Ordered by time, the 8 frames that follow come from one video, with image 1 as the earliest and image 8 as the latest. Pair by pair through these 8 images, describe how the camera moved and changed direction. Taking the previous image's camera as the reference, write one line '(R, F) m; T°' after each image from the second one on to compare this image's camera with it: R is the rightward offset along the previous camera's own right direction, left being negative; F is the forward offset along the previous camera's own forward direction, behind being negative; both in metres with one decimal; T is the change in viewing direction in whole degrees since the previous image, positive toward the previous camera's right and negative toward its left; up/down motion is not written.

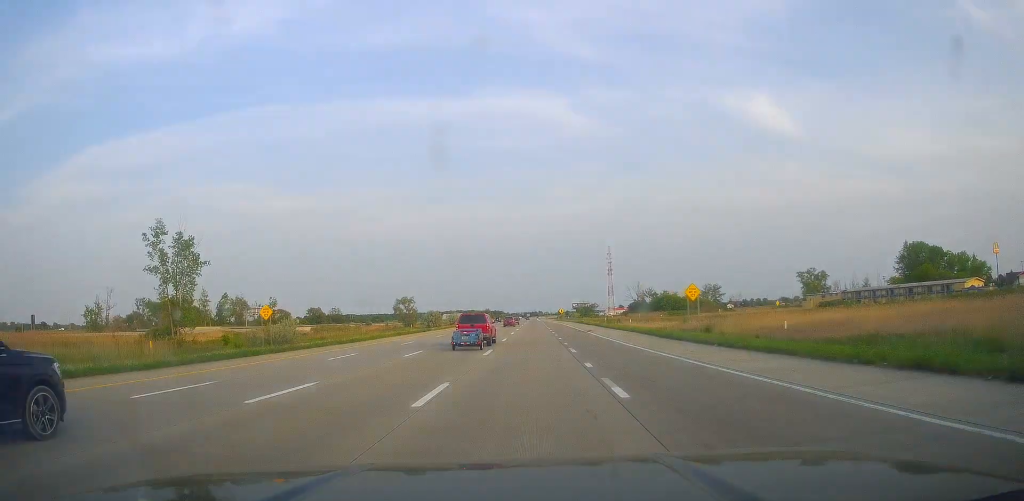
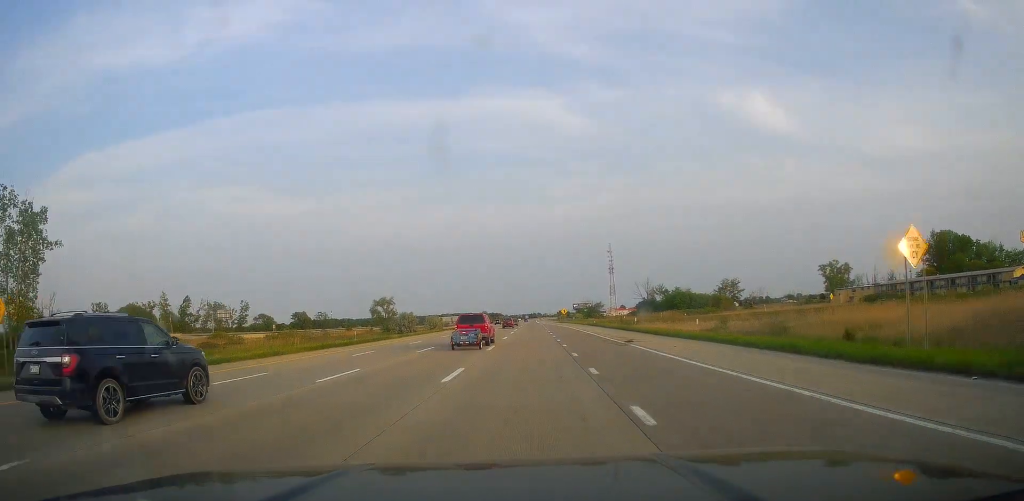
(+0.1, +26.6) m; 0°
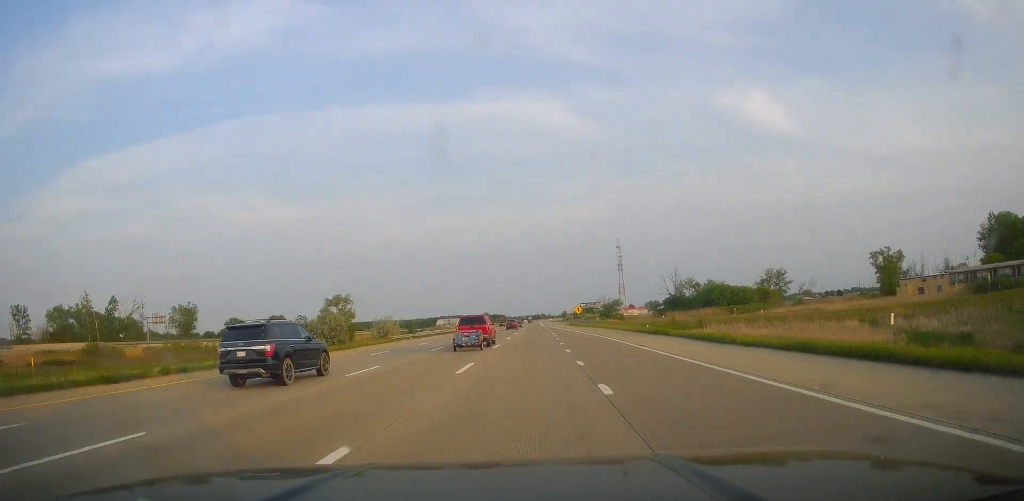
(+0.3, +43.0) m; 0°
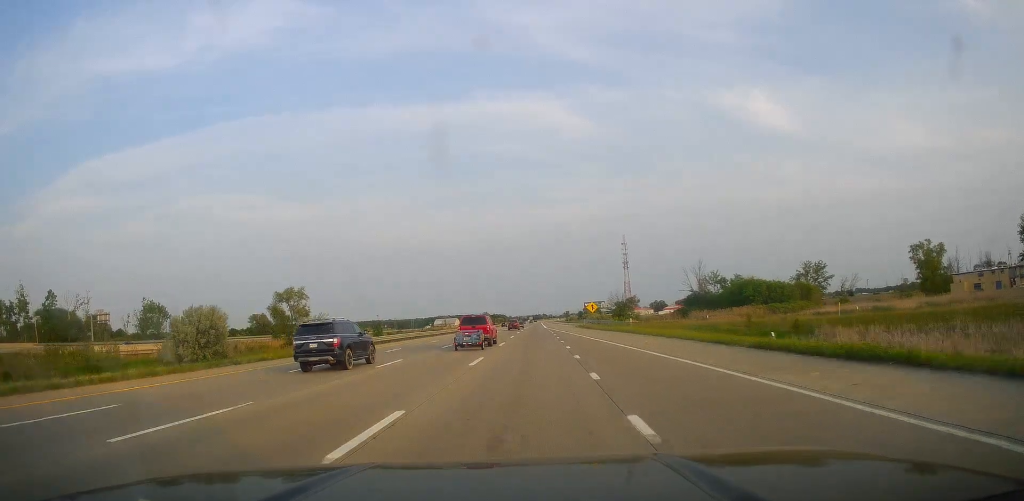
(-0.1, +27.5) m; 0°
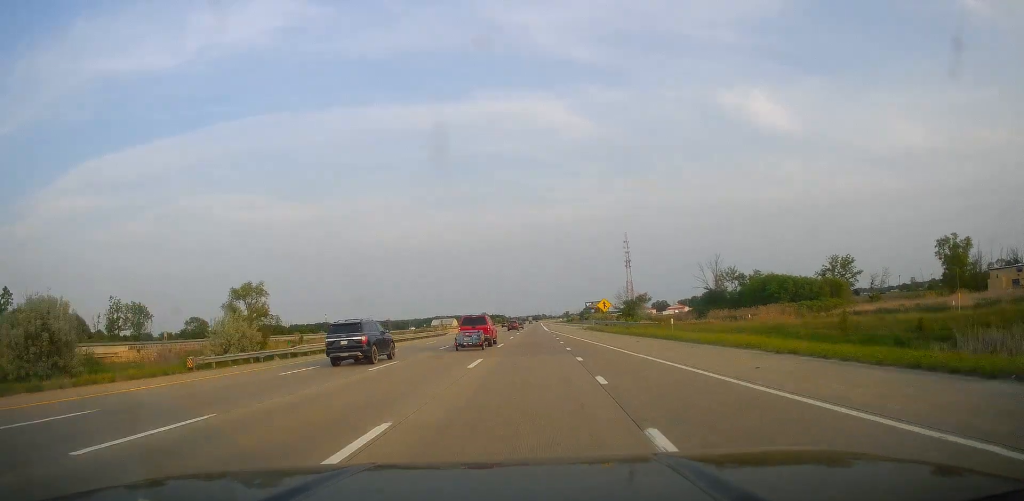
(0.0, +16.5) m; 0°
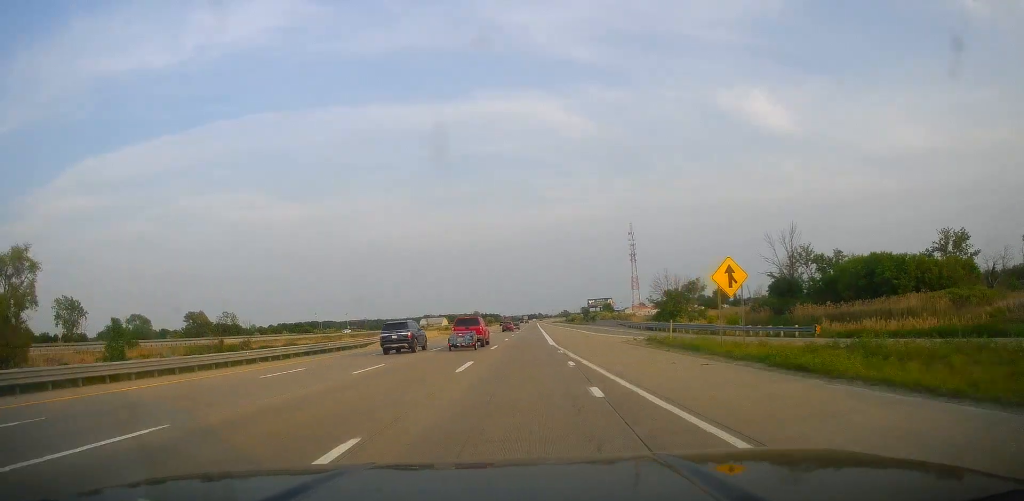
(-0.6, +48.0) m; 0°
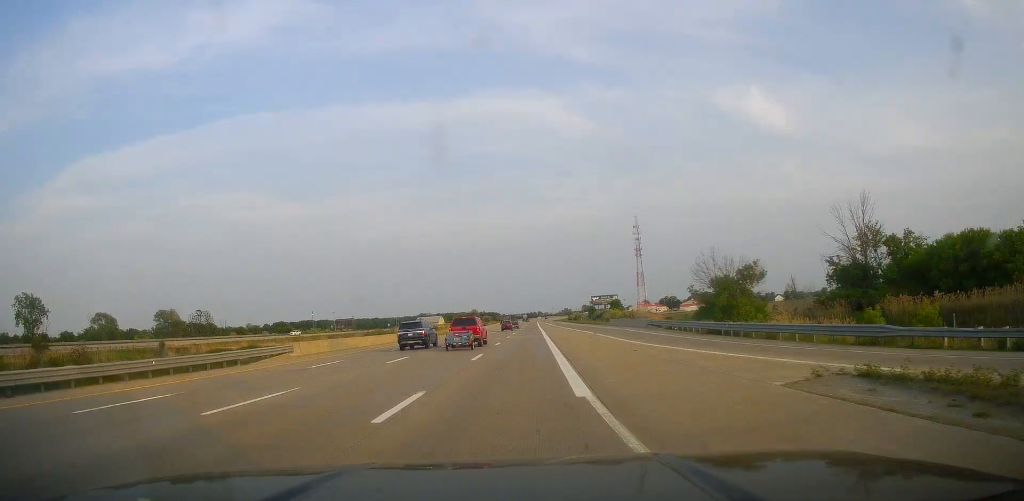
(+0.2, +25.0) m; 0°
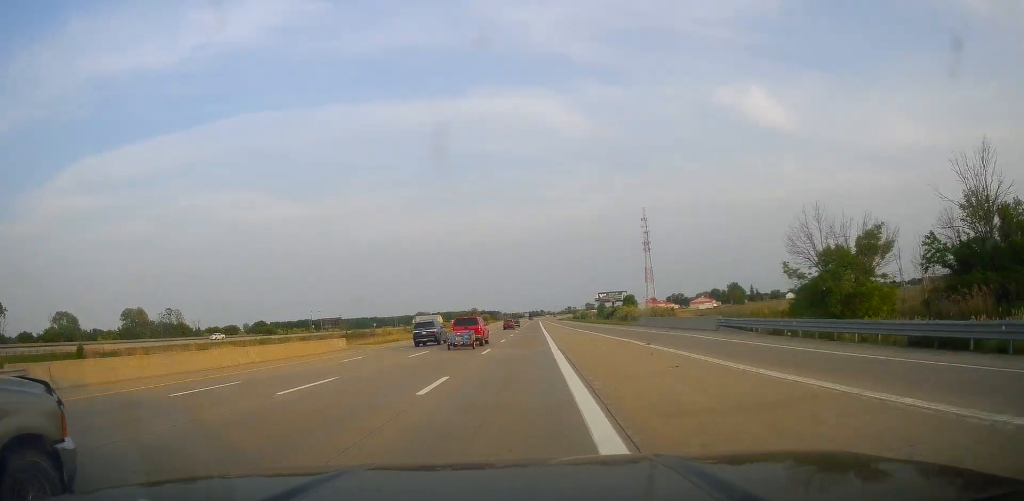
(+0.4, +26.1) m; 0°
